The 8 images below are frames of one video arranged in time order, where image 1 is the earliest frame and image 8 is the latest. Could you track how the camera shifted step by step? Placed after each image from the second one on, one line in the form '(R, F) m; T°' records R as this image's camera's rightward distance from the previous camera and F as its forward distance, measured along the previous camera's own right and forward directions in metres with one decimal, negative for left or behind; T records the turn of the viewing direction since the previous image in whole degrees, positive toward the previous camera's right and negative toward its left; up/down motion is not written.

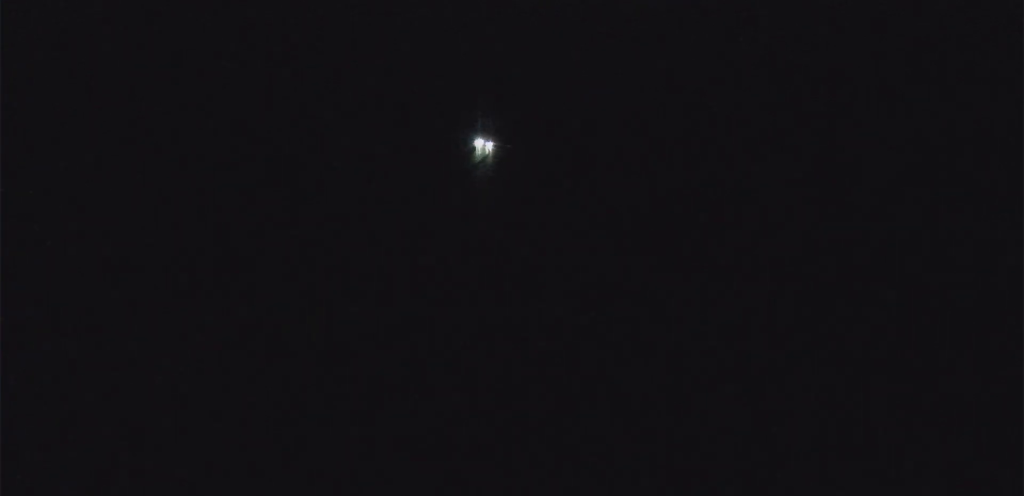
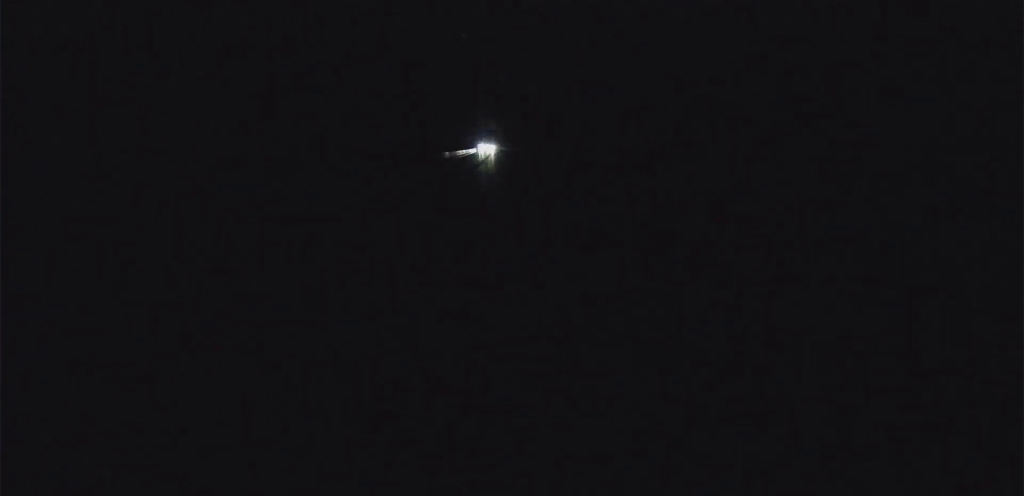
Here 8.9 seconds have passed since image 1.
(+9.9, +266.3) m; +4°
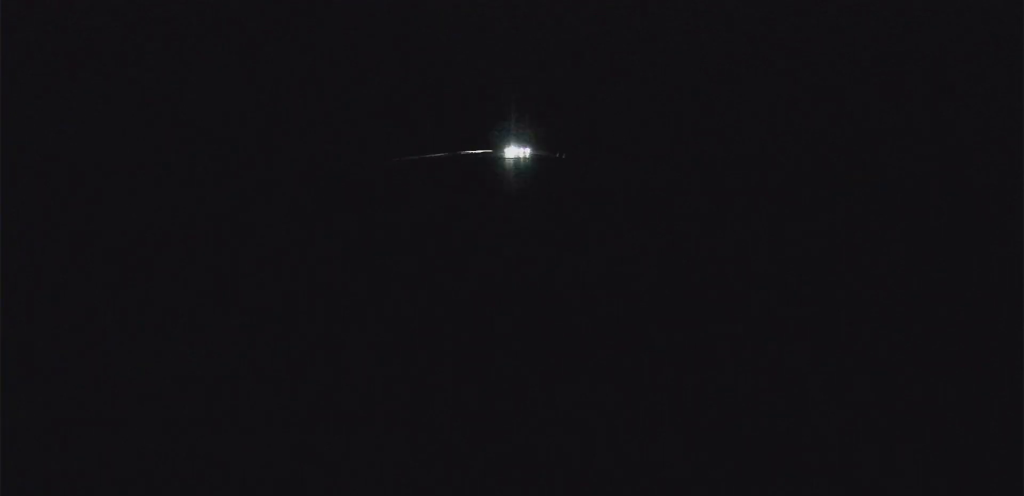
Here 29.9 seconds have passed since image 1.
(+25.9, +602.8) m; +3°
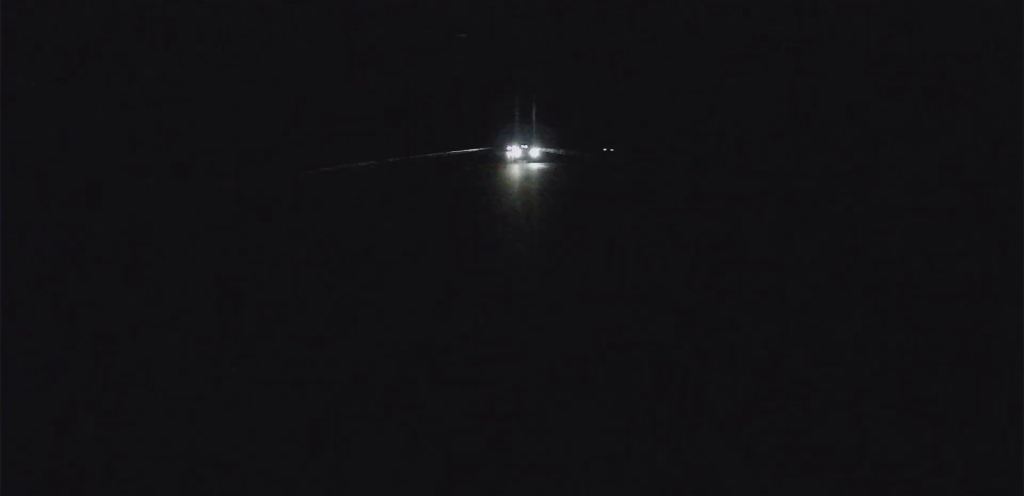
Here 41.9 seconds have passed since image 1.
(+4.0, +361.0) m; +1°
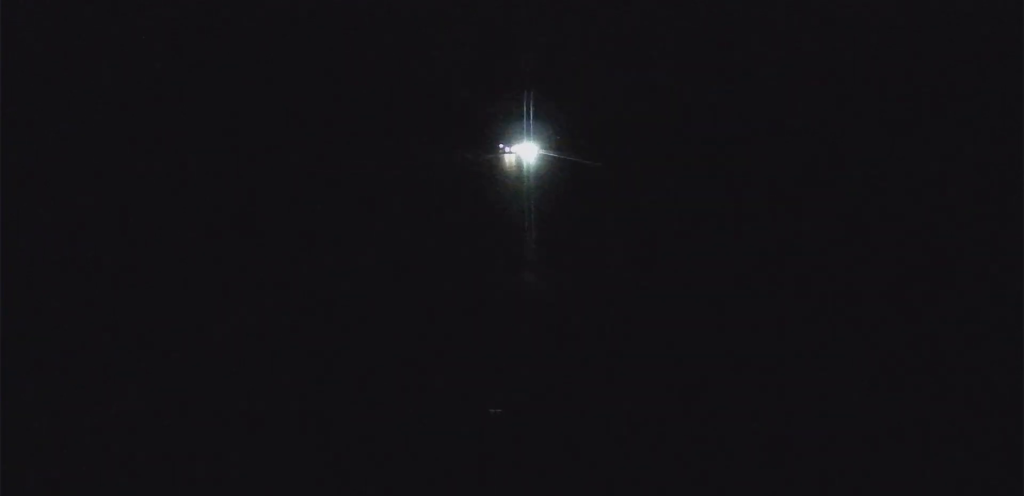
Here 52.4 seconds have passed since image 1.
(+2.8, +291.2) m; +1°
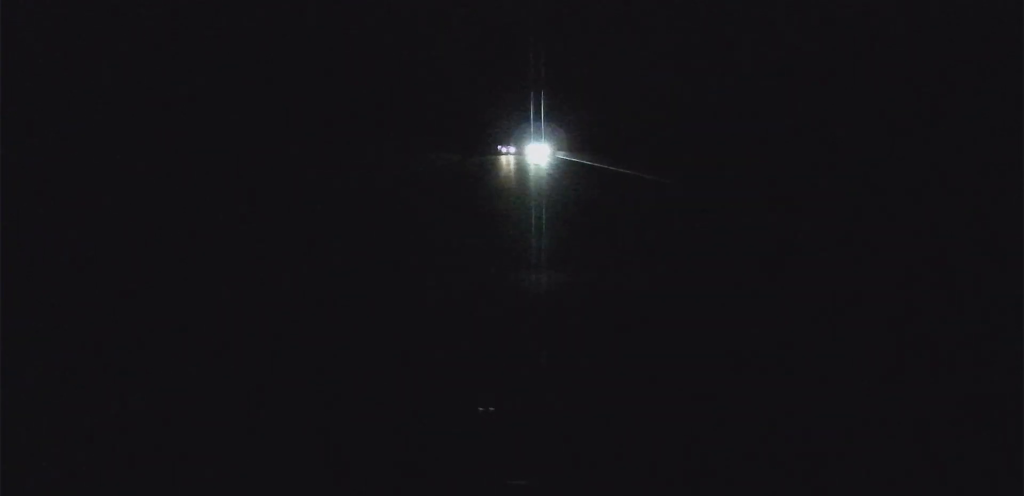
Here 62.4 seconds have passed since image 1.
(+3.3, +301.8) m; +1°
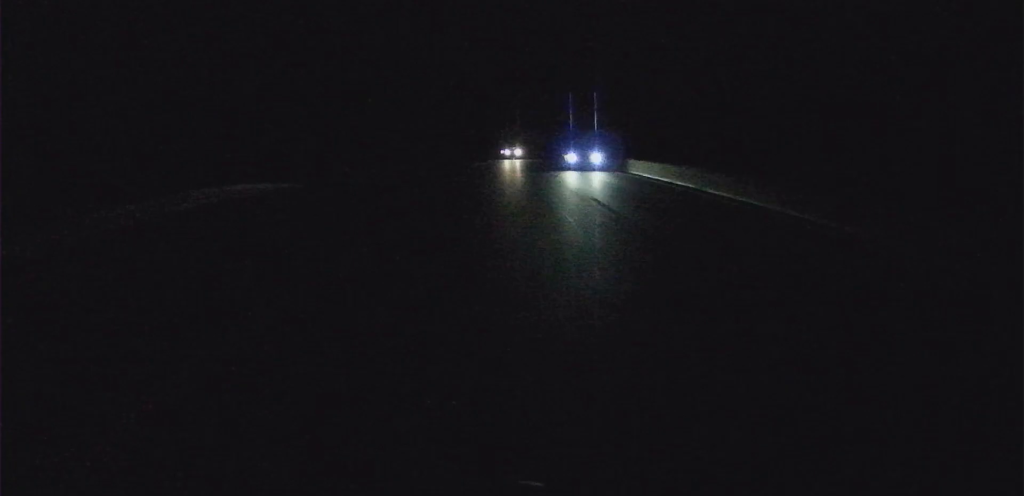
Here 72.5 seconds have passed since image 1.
(+2.4, +304.7) m; +2°
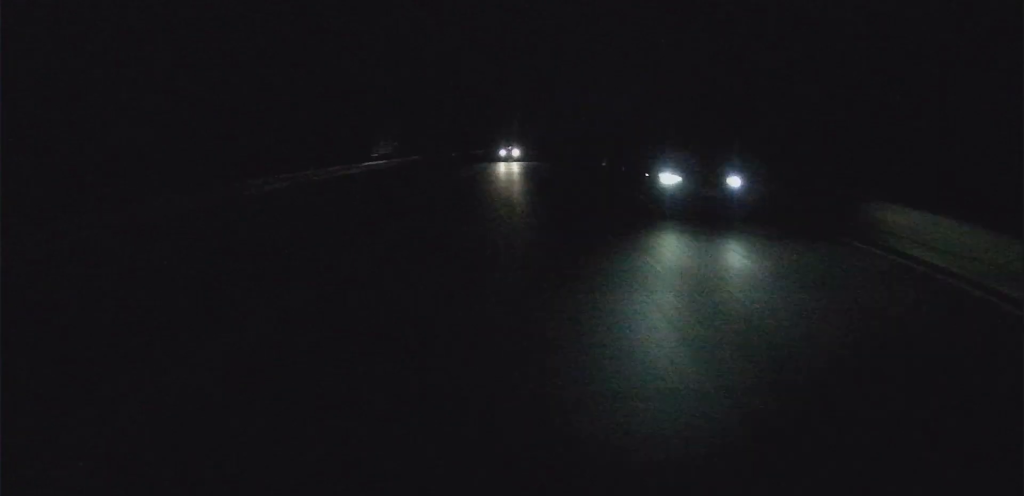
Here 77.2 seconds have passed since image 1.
(-3.2, +140.7) m; +1°
